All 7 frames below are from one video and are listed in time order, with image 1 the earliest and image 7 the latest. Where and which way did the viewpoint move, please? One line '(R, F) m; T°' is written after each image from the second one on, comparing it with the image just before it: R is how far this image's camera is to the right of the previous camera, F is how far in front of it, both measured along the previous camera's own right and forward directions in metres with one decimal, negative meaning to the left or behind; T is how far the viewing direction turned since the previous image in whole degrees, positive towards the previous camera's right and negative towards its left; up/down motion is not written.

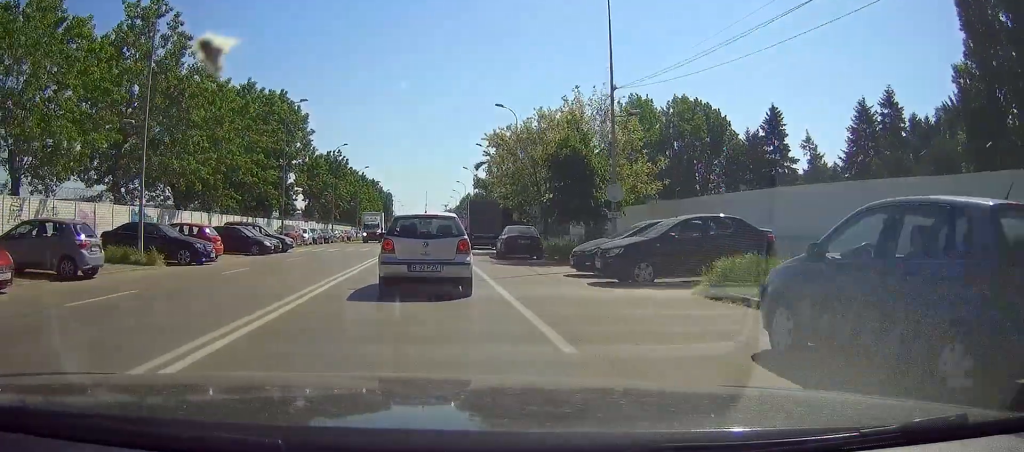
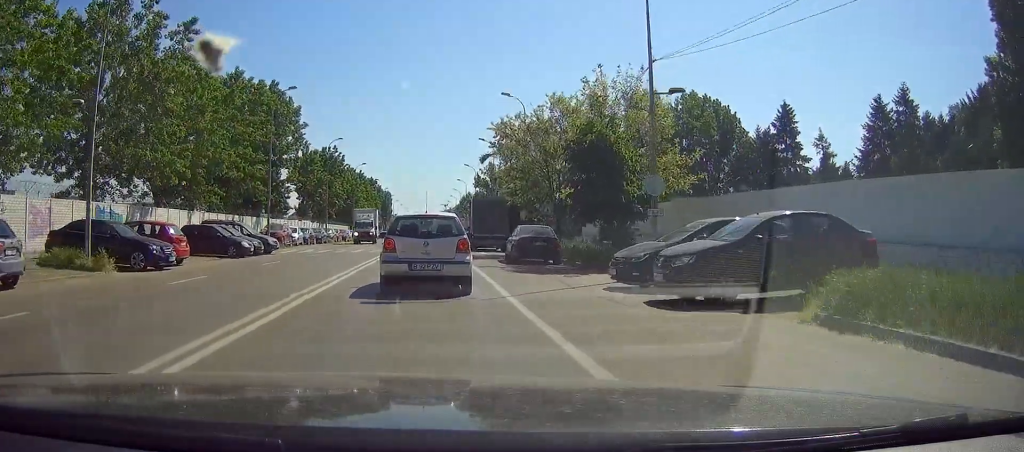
(0.0, +4.6) m; 0°
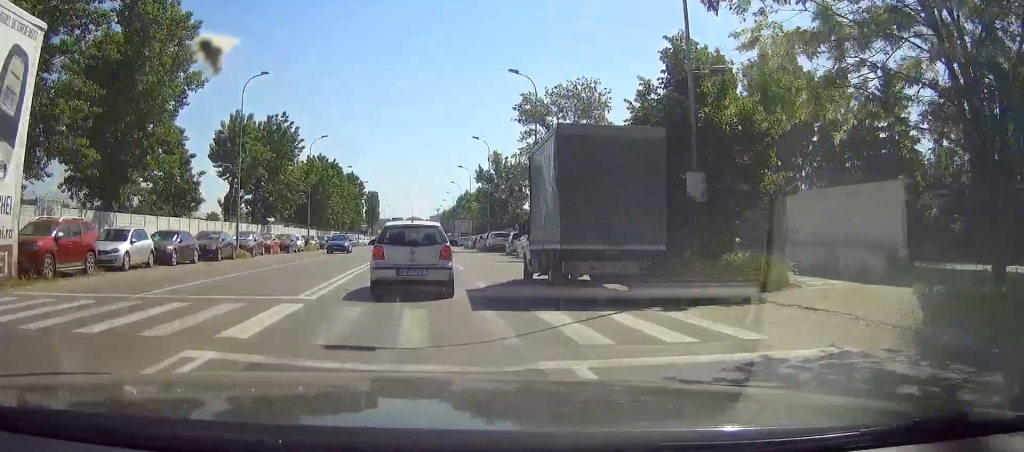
(0.0, +32.8) m; 0°
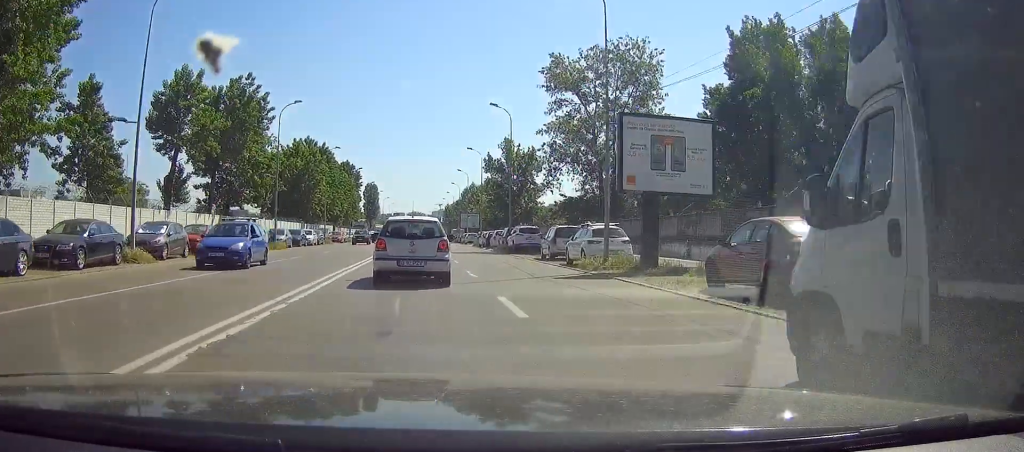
(0.0, +15.7) m; 0°
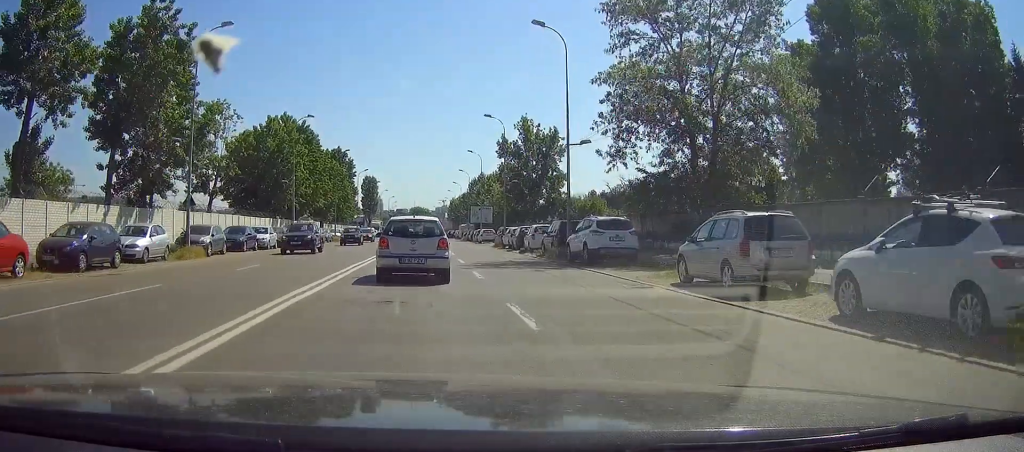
(0.0, +19.8) m; 0°
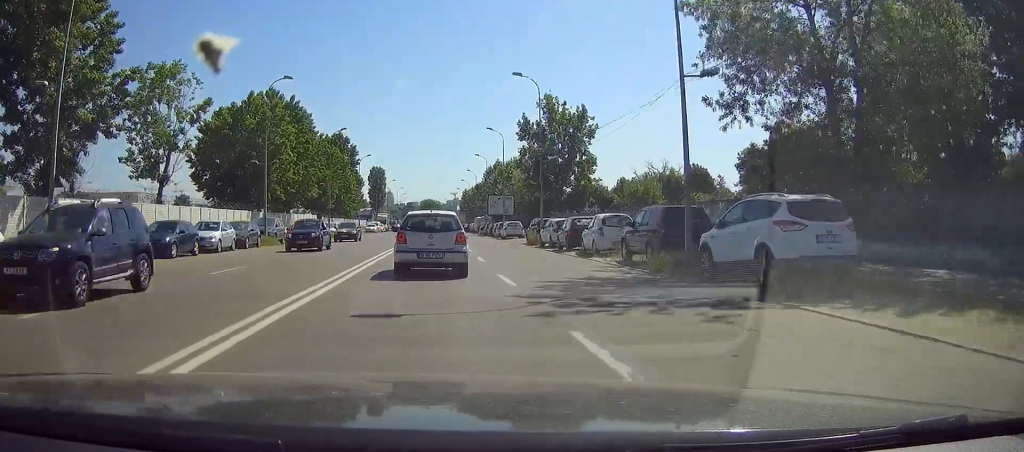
(0.0, +13.3) m; 0°
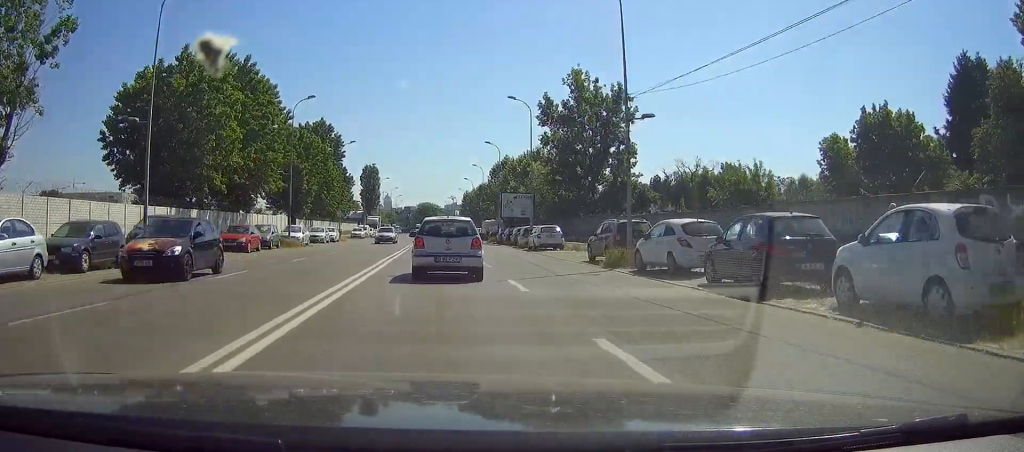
(0.0, +19.4) m; 0°
